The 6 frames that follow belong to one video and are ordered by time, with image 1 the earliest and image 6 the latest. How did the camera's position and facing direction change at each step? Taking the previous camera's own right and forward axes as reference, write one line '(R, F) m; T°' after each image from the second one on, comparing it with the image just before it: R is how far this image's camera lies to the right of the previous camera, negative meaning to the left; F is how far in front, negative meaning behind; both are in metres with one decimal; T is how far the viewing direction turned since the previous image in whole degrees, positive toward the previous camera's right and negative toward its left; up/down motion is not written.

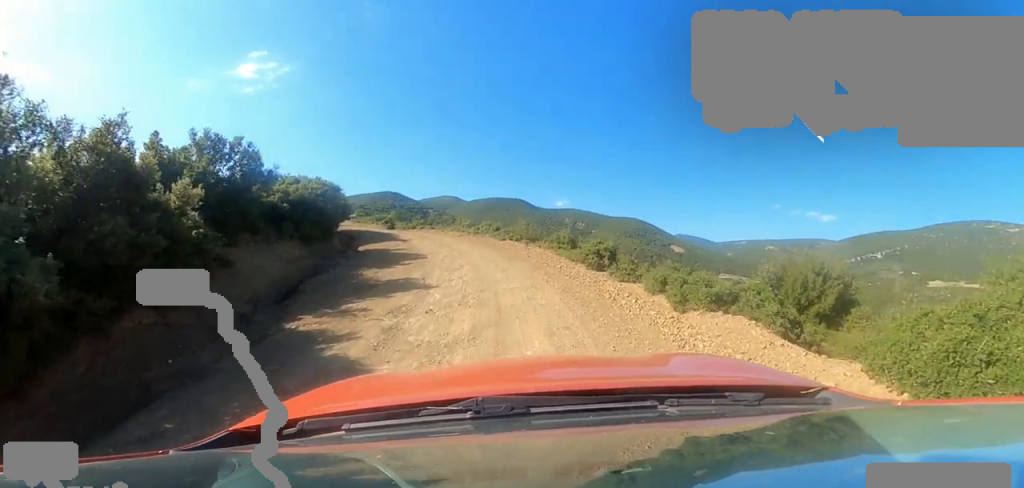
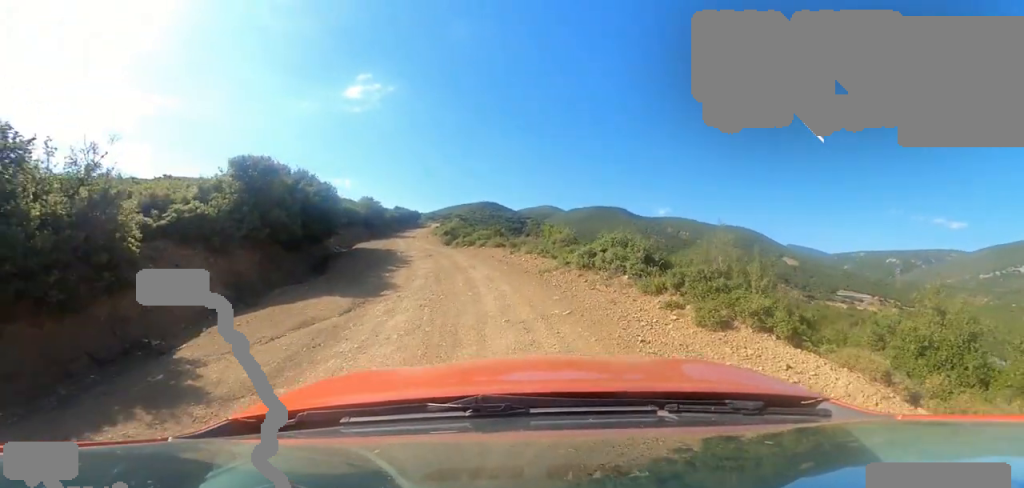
(-1.7, +13.9) m; -21°
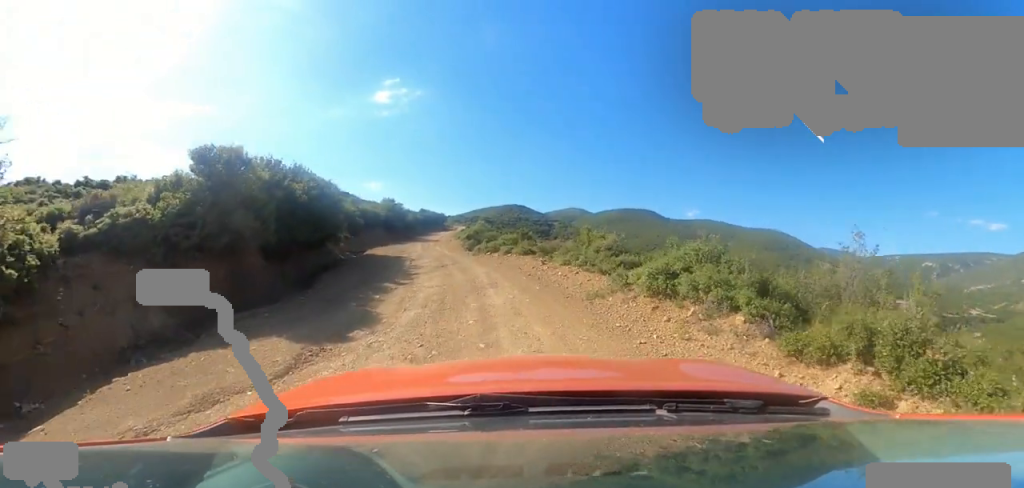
(-0.2, +2.6) m; -8°
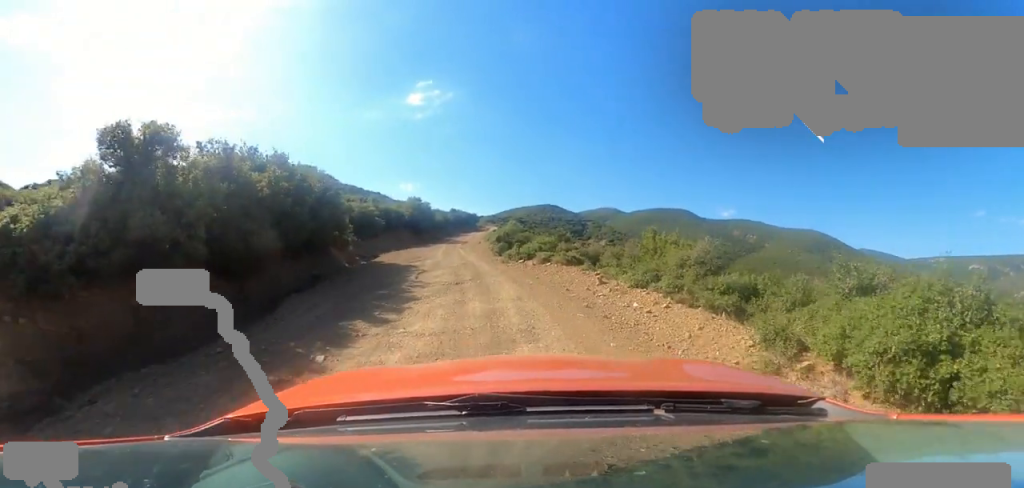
(-0.3, +3.2) m; -3°
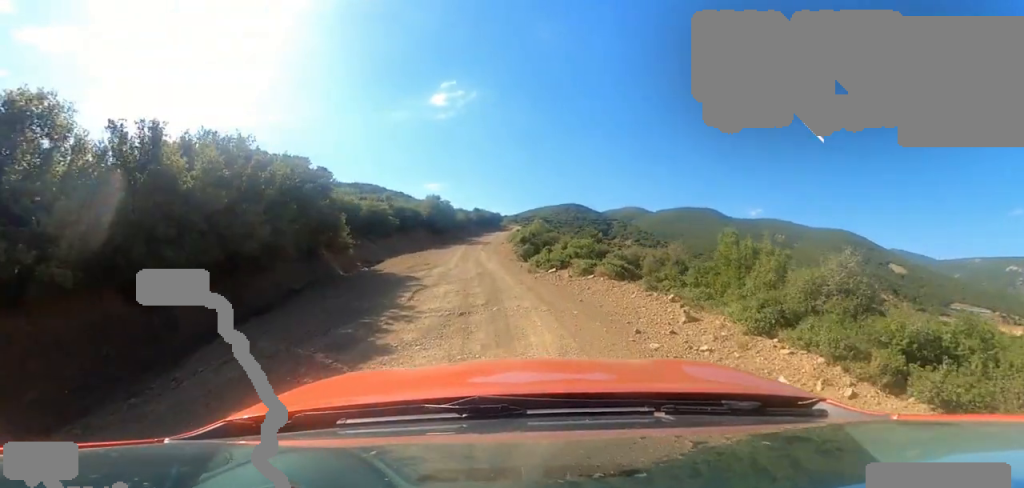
(-0.3, +2.6) m; 0°
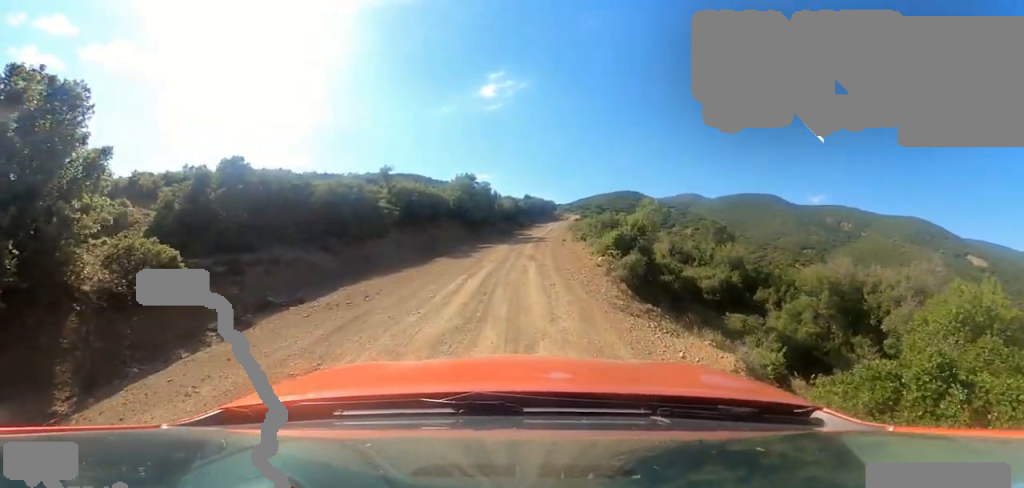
(+0.1, +10.2) m; 0°
